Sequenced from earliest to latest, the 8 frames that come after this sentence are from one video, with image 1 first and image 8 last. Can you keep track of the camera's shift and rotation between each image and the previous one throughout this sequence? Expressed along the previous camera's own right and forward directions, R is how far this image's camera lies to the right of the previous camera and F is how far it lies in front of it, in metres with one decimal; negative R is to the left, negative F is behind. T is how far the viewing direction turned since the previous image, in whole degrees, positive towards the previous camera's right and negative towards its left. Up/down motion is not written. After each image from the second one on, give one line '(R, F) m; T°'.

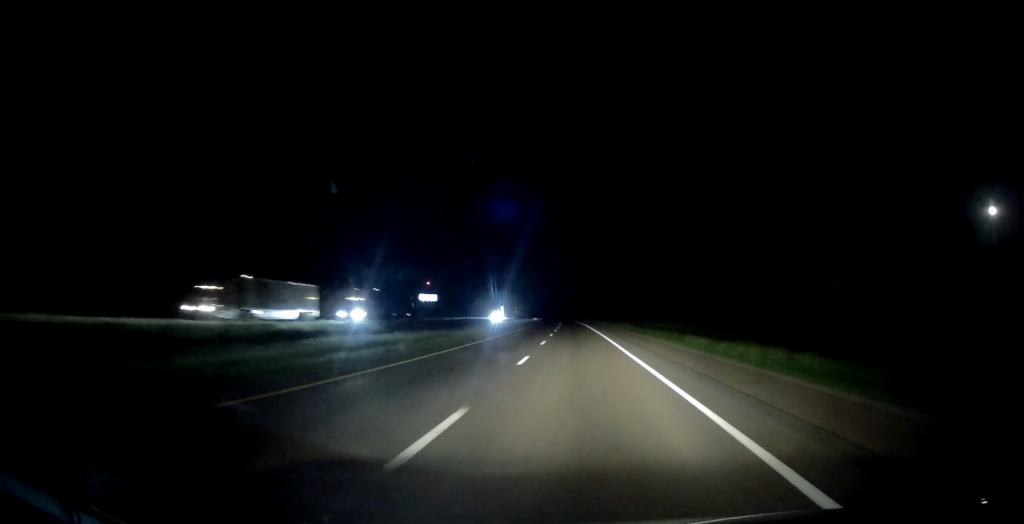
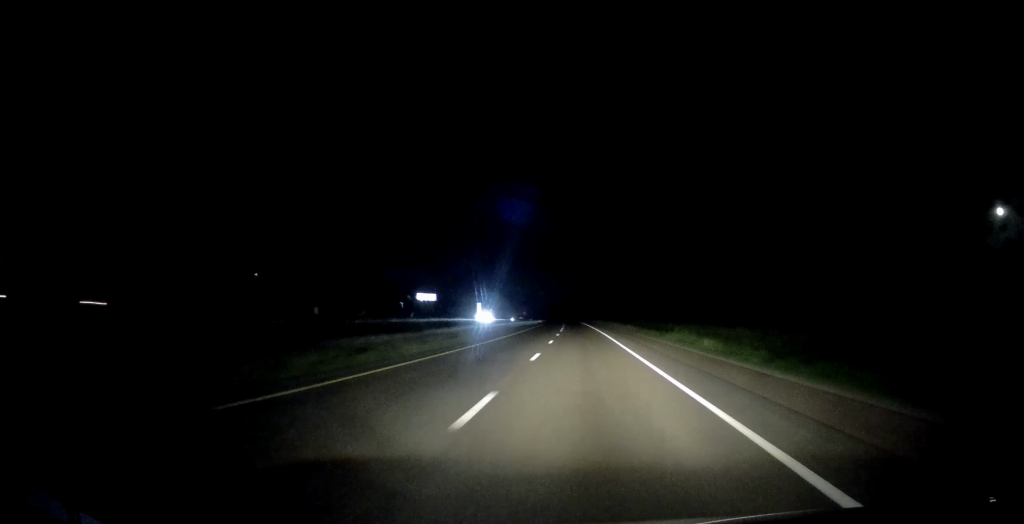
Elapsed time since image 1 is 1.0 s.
(-0.4, +34.2) m; -1°
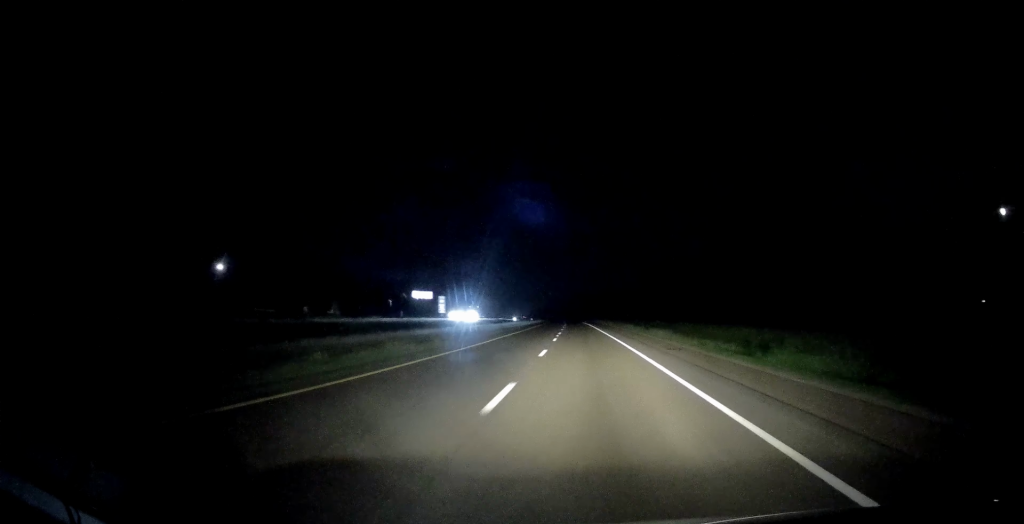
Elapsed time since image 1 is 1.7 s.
(-0.3, +22.8) m; -1°
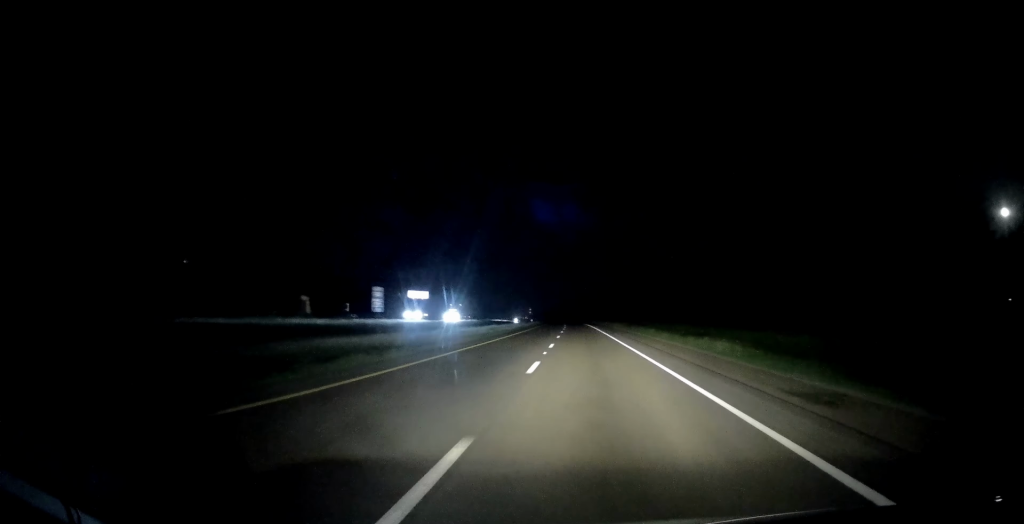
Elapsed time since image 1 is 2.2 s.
(-0.1, +18.2) m; 0°
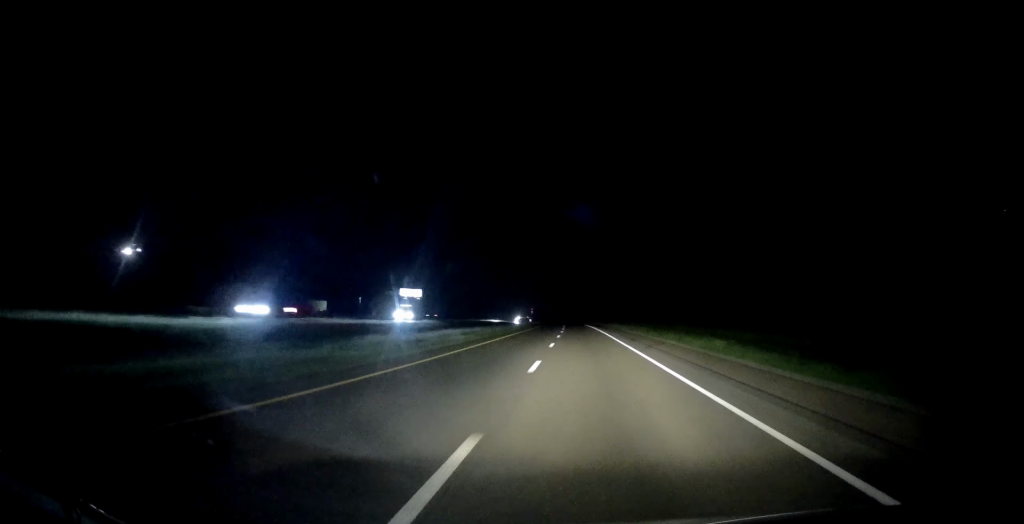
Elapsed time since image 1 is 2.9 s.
(-0.1, +23.9) m; 0°
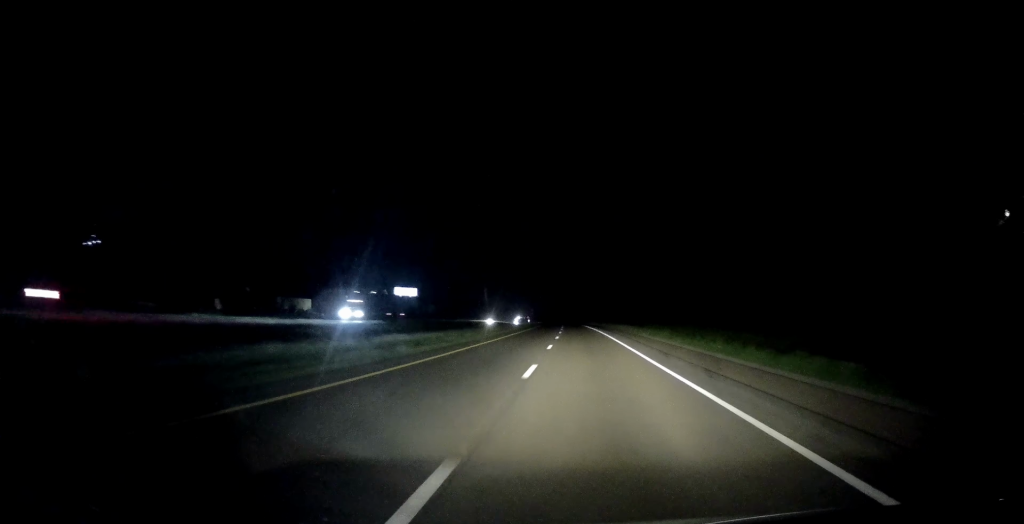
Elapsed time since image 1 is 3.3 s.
(0.0, +13.7) m; 0°
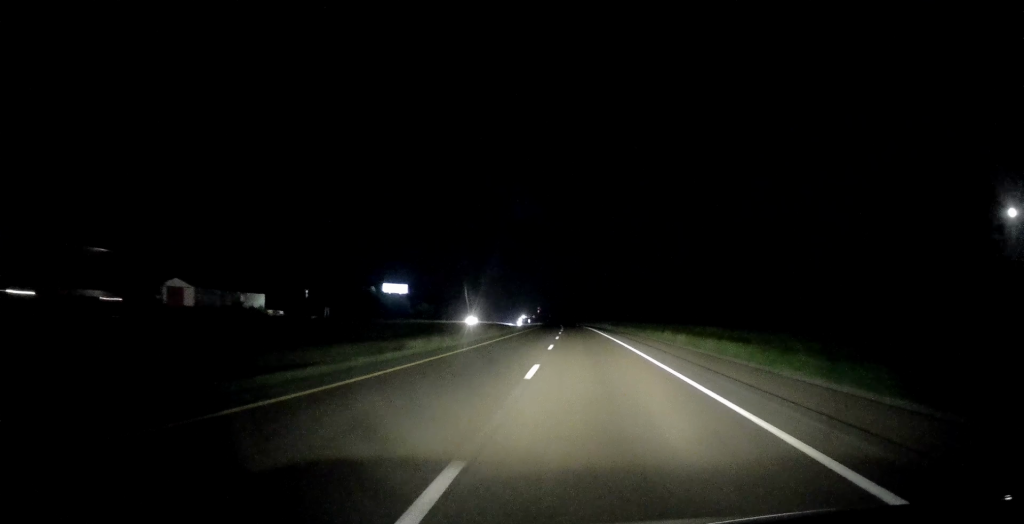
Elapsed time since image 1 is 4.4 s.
(-0.3, +36.5) m; -1°
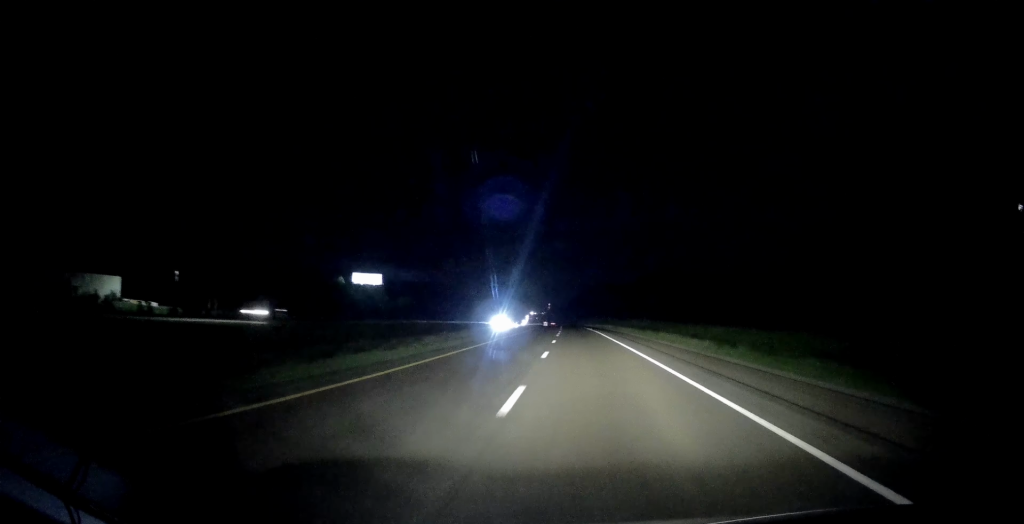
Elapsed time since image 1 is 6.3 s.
(+0.2, +66.6) m; 0°
